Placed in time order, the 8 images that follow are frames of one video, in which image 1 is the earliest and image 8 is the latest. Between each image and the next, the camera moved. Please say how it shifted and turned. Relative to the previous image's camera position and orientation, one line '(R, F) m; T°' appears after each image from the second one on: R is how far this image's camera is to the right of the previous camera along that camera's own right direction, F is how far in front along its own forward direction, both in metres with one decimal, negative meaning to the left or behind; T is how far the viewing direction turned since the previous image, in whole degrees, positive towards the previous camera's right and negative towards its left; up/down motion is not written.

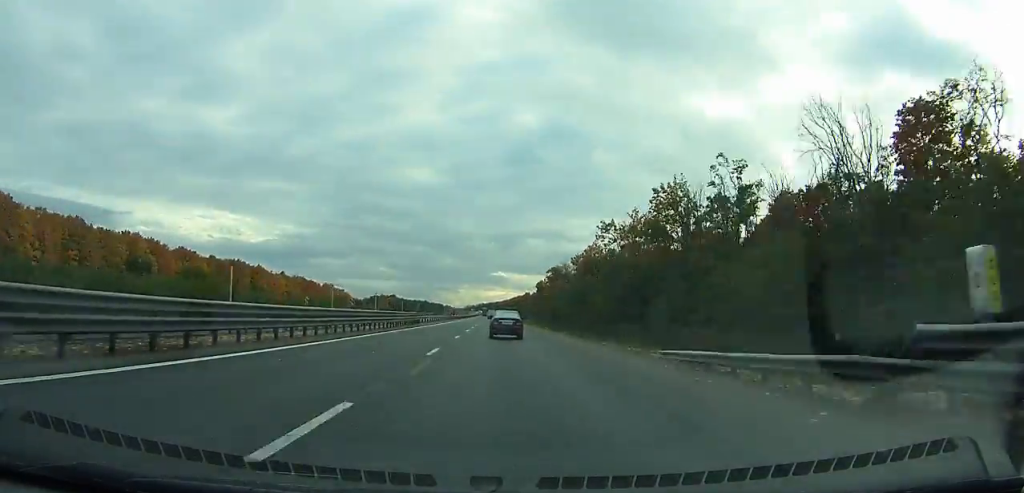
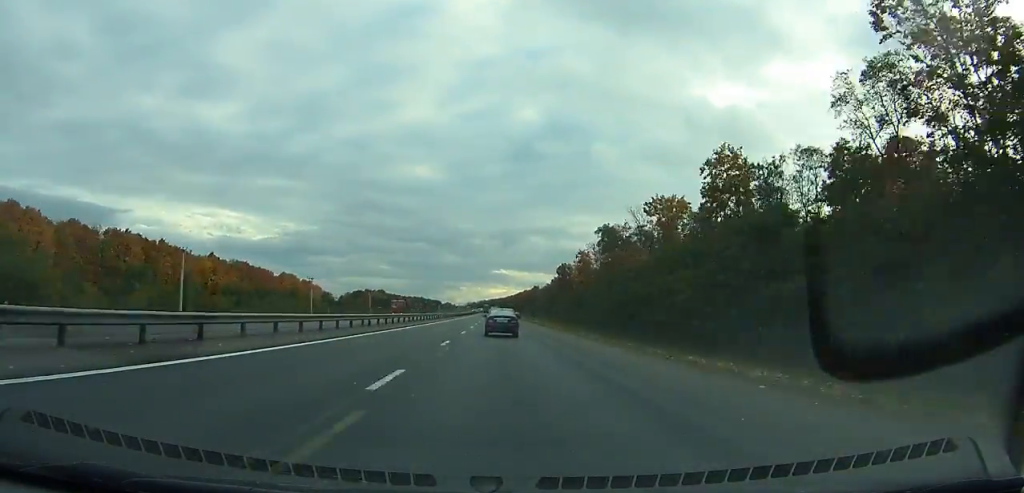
(0.0, +67.4) m; 0°
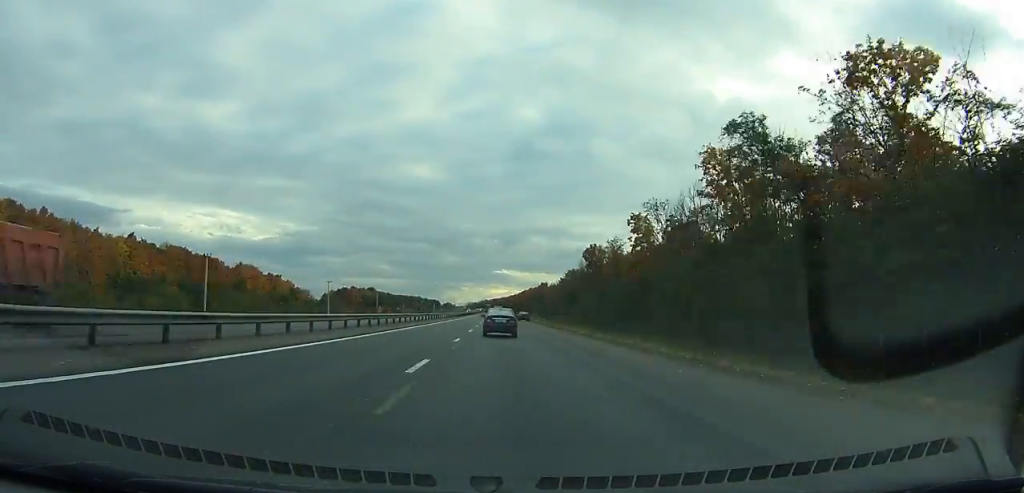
(-0.1, +45.4) m; 0°
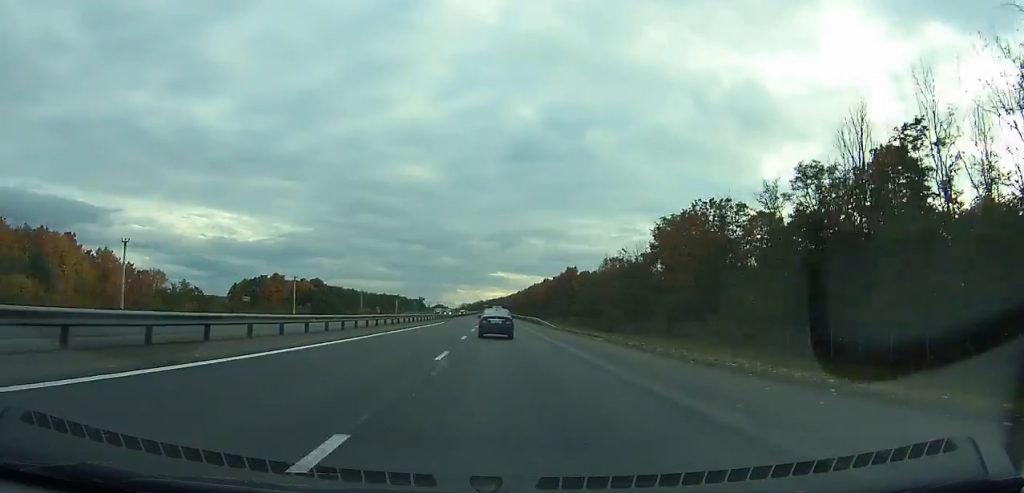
(-0.2, +128.9) m; 0°
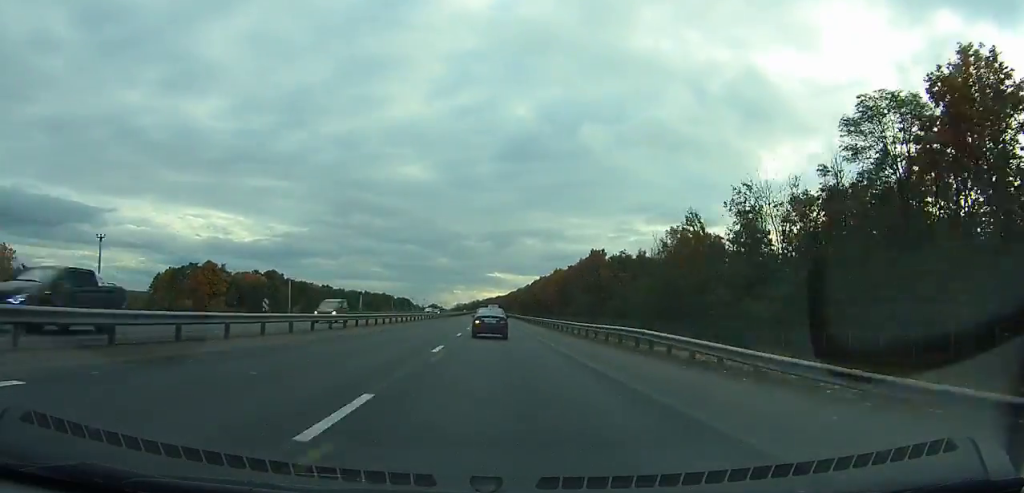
(+0.1, +57.6) m; 0°
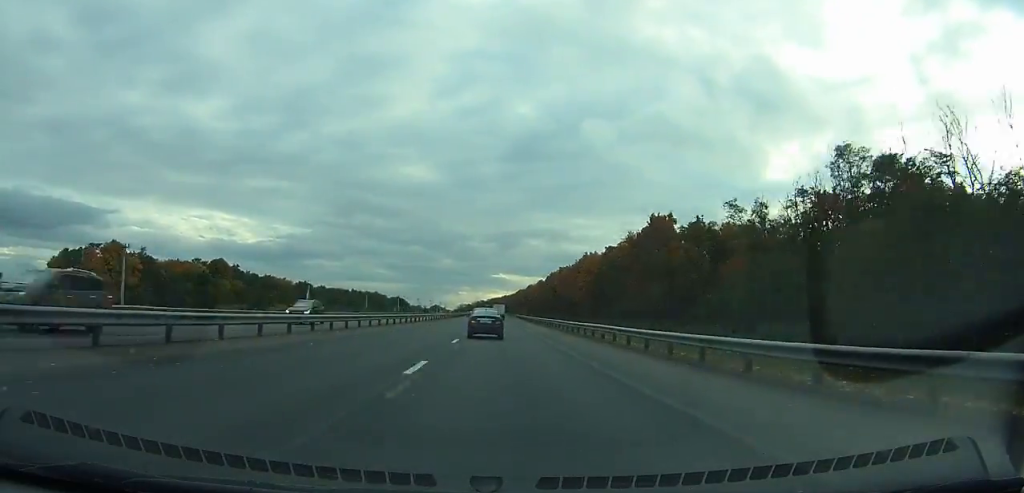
(-0.1, +55.0) m; 0°
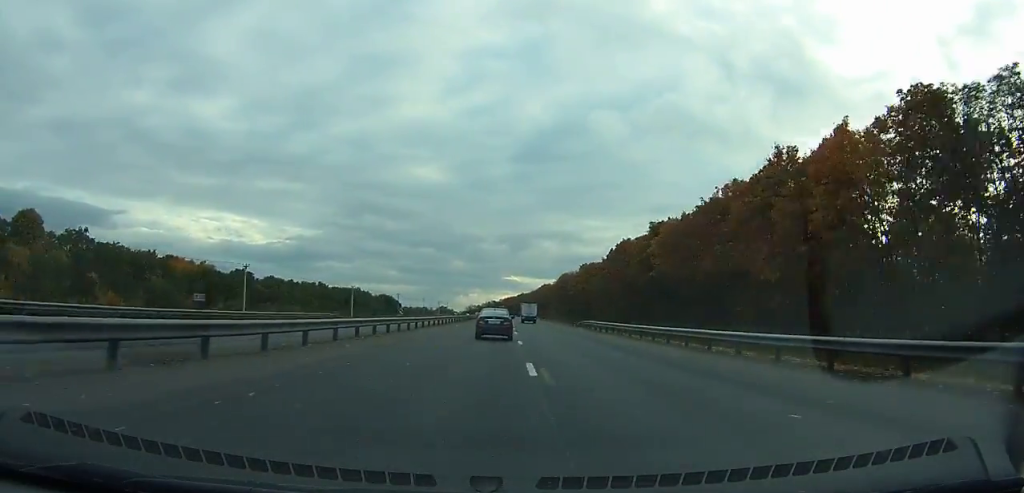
(-0.8, +95.6) m; -1°
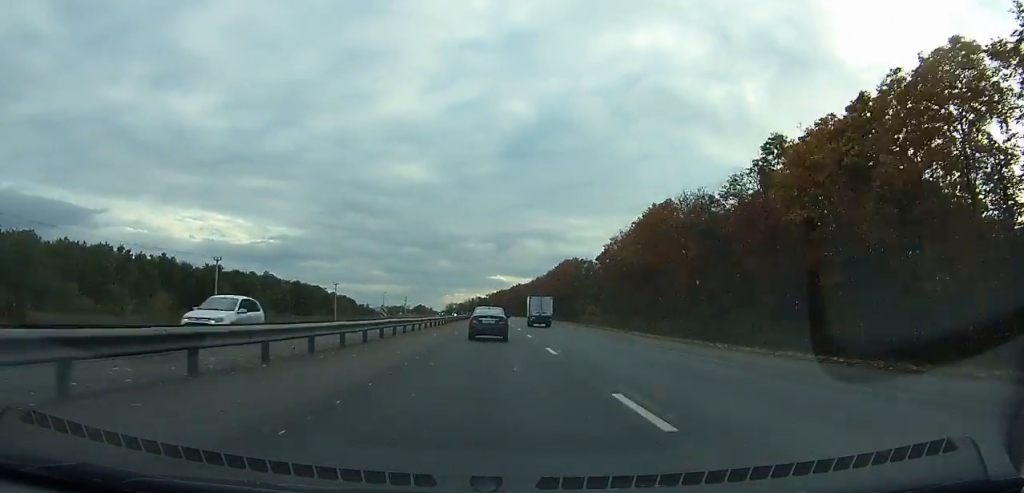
(-0.1, +124.8) m; 0°
